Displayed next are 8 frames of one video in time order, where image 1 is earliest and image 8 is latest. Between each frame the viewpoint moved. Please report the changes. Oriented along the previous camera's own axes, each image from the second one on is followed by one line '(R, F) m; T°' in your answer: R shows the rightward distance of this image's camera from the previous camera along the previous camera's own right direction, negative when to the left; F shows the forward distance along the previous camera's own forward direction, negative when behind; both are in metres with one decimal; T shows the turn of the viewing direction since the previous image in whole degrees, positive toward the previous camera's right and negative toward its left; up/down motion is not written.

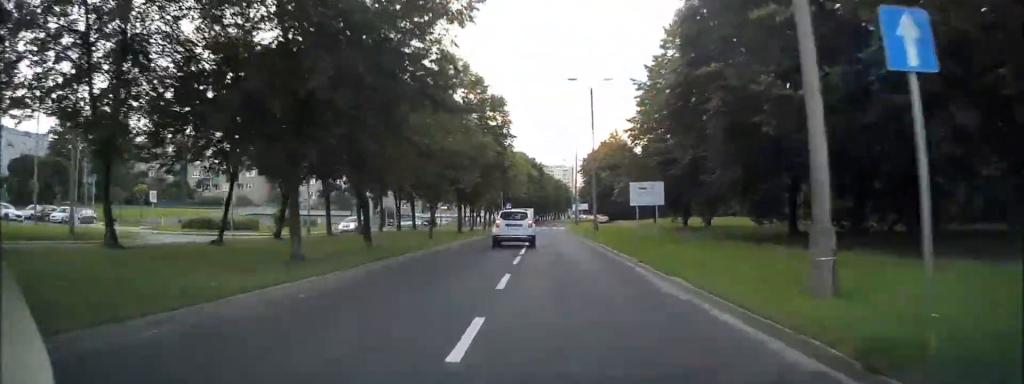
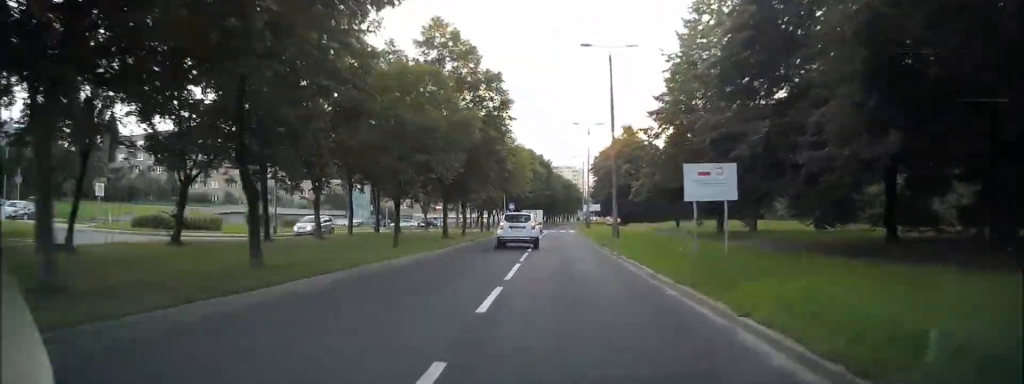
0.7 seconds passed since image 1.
(-0.1, +8.2) m; -1°
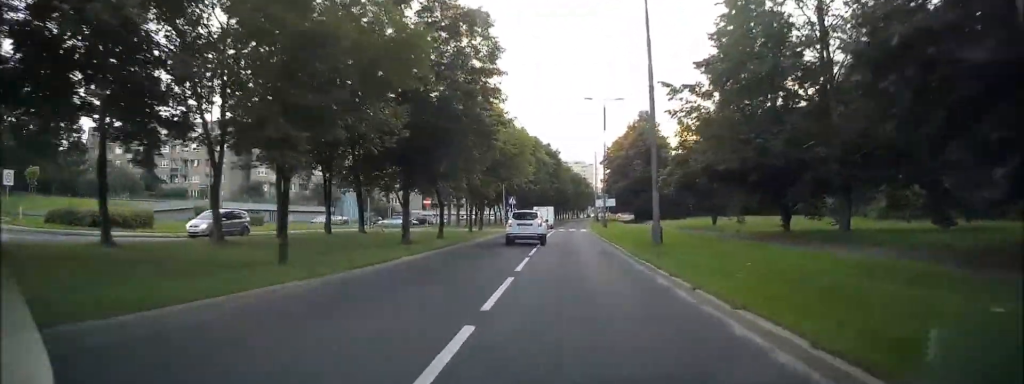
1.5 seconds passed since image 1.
(0.0, +10.4) m; 0°
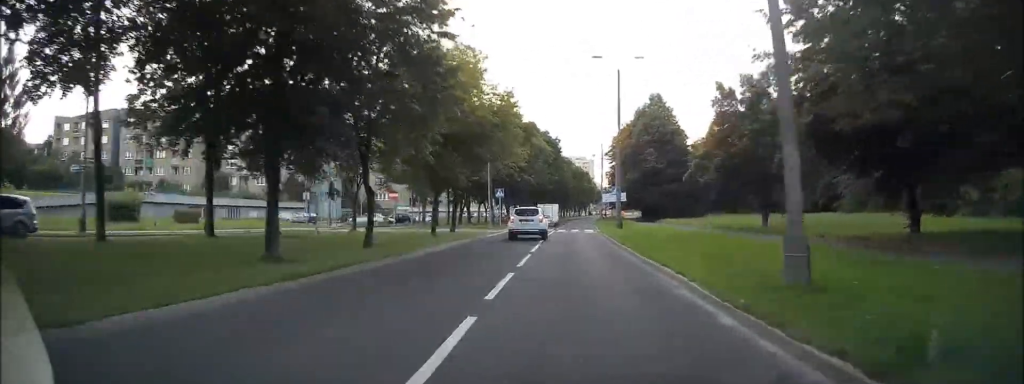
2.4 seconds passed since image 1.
(-0.1, +11.4) m; 0°
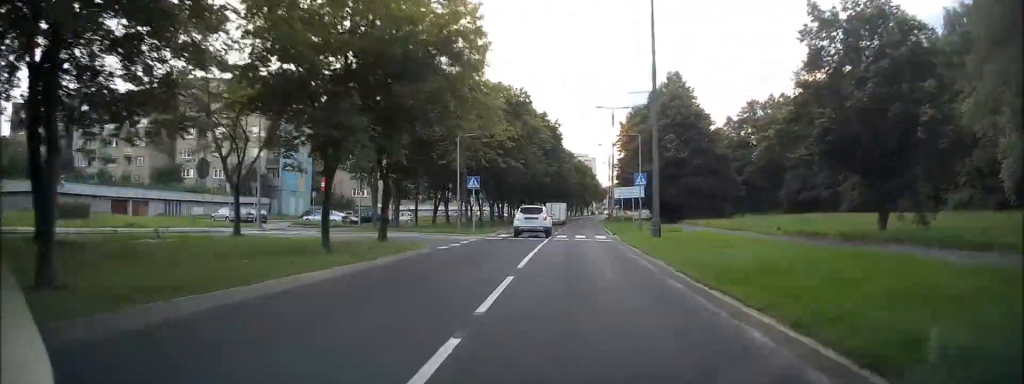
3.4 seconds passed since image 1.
(0.0, +12.8) m; +1°
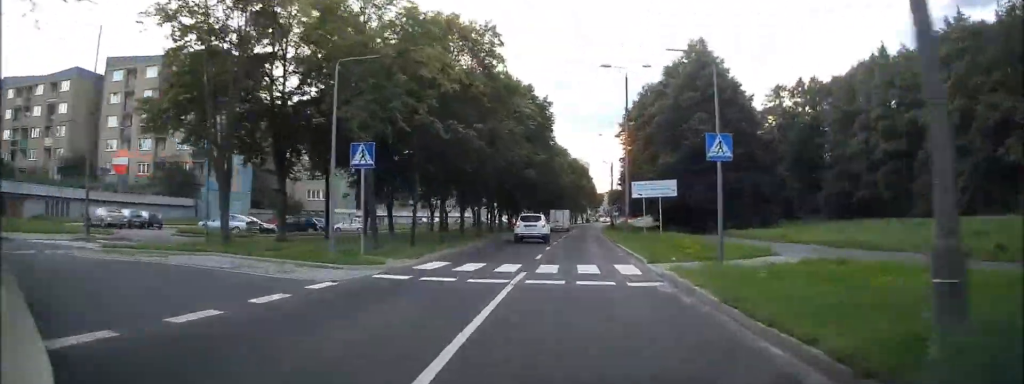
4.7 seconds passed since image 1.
(+0.2, +16.8) m; 0°
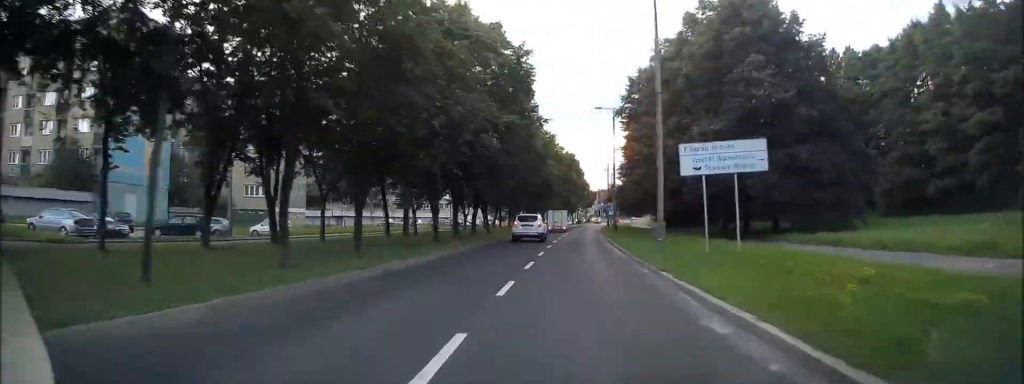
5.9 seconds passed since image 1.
(-0.2, +15.6) m; 0°
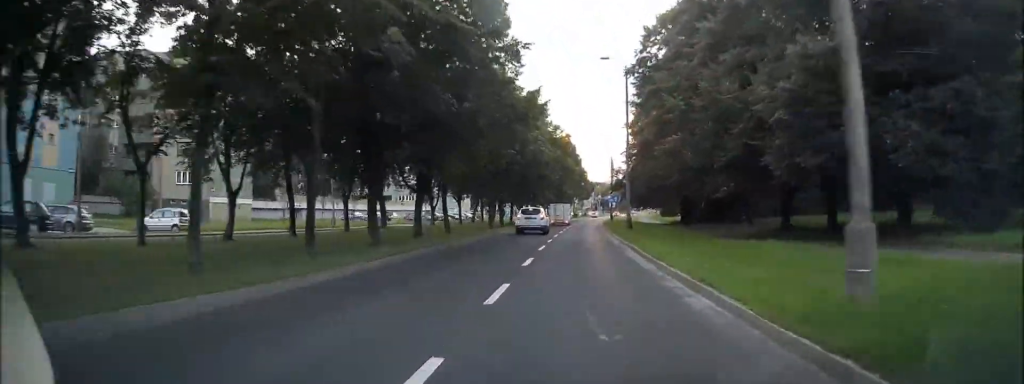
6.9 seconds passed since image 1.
(+0.3, +13.6) m; +2°
